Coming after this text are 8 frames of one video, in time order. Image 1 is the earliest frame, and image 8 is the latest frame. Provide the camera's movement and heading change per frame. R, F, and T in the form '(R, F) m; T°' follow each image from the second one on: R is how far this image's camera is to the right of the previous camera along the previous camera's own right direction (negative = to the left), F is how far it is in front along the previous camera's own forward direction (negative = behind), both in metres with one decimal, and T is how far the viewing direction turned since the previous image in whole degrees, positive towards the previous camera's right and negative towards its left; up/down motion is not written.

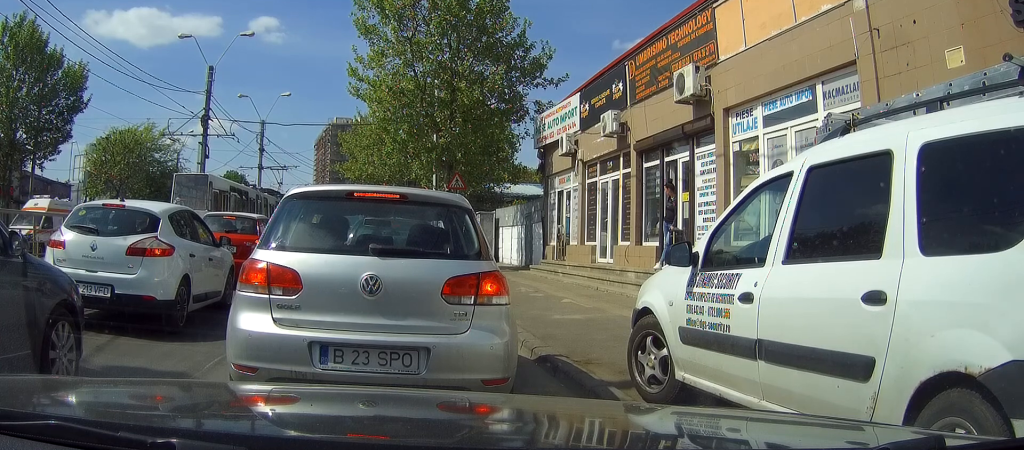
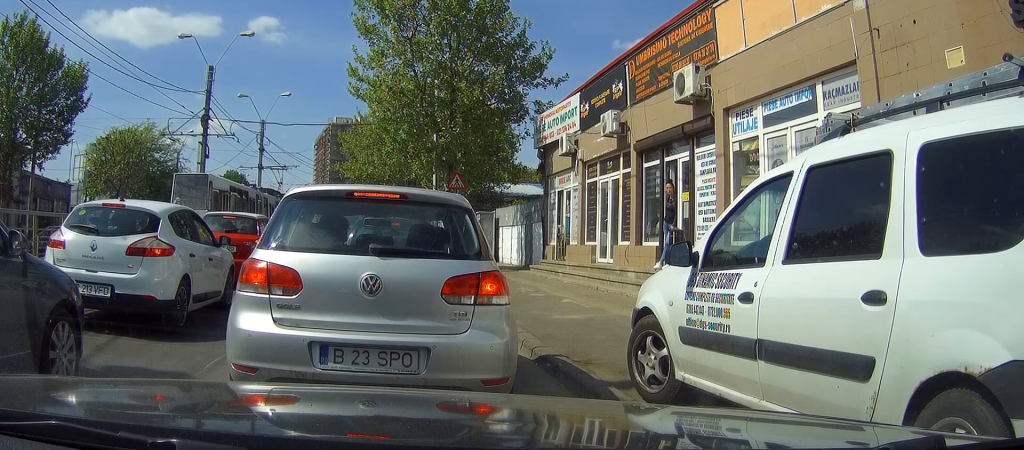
(0.0, 0.0) m; 0°
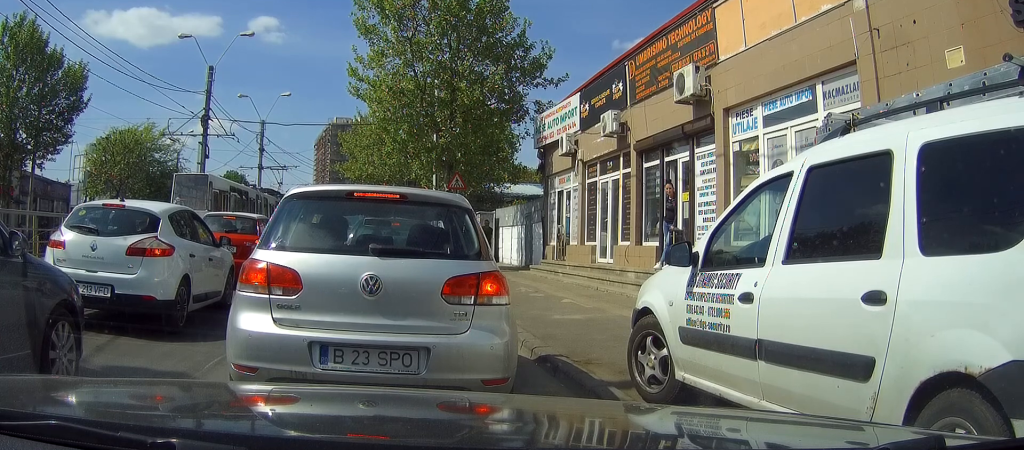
(0.0, 0.0) m; 0°
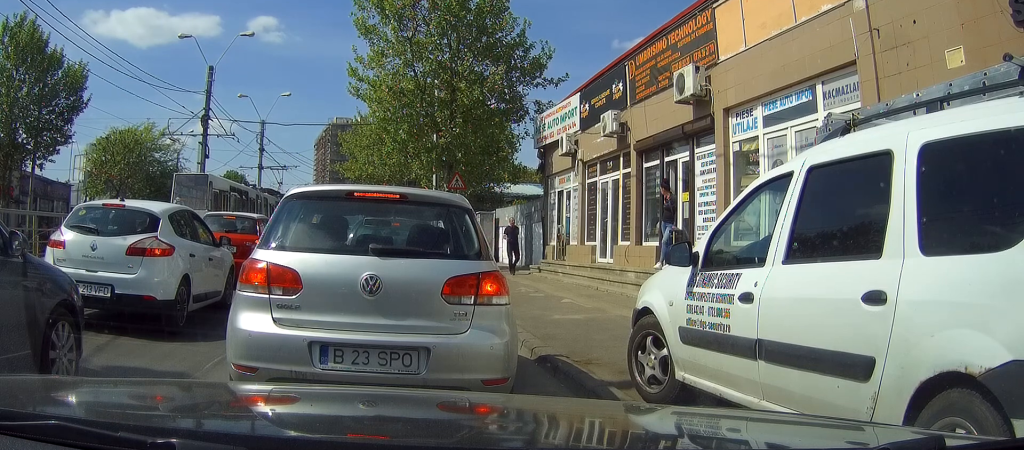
(0.0, 0.0) m; 0°
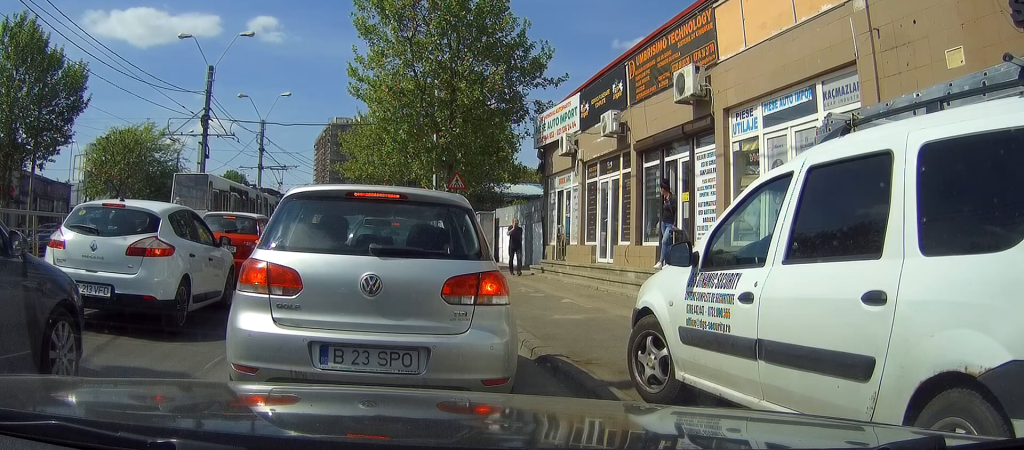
(0.0, 0.0) m; 0°
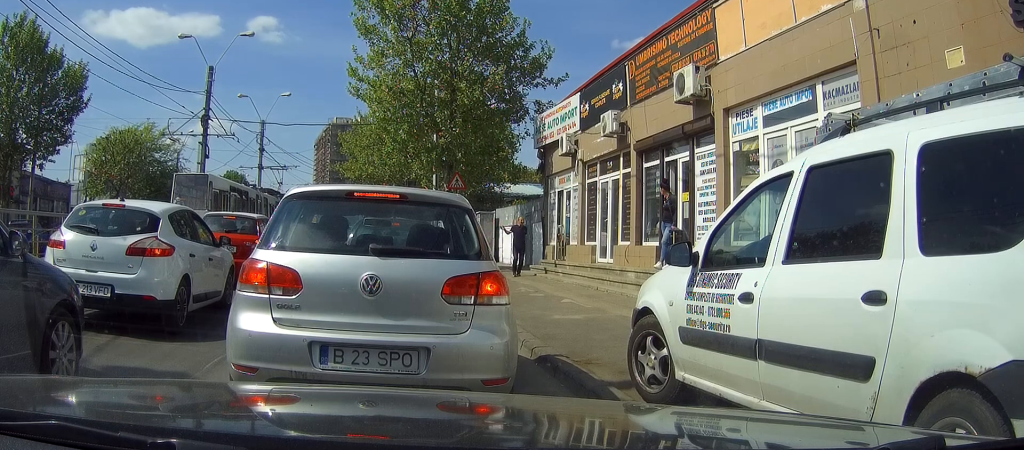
(0.0, 0.0) m; 0°
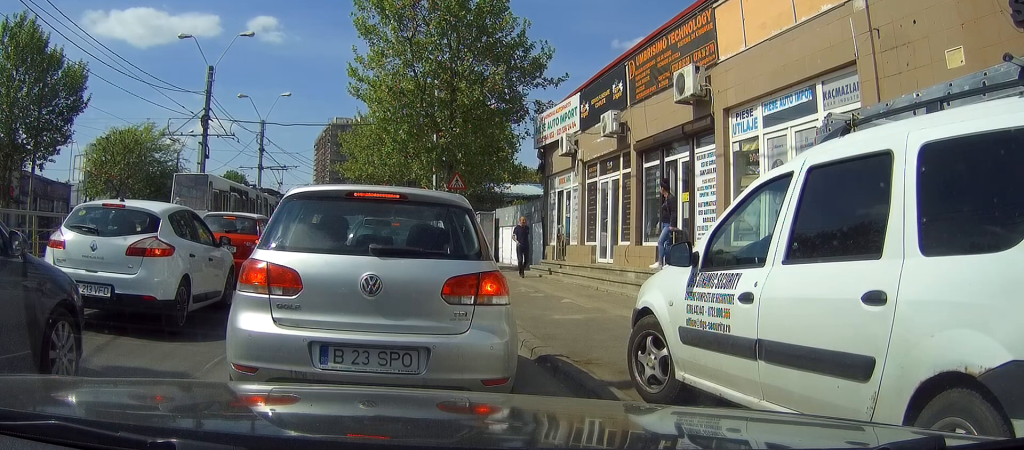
(0.0, 0.0) m; 0°
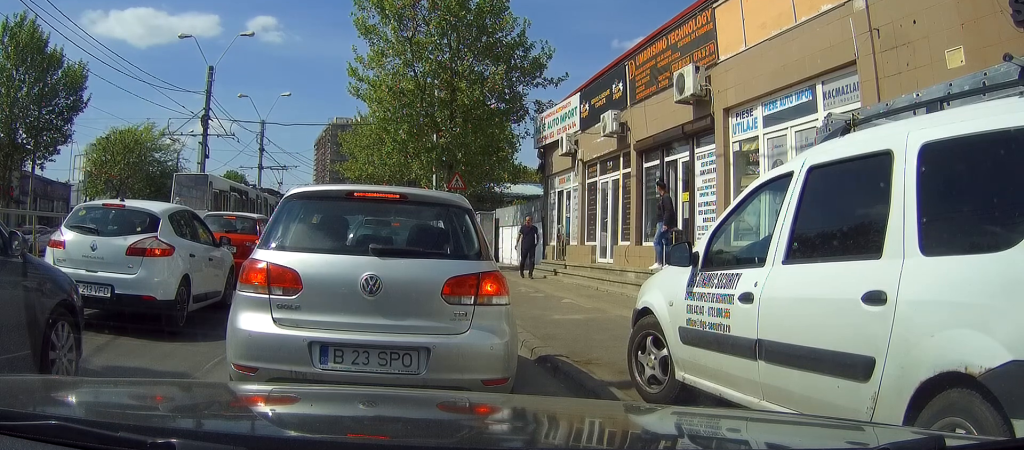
(0.0, 0.0) m; 0°
